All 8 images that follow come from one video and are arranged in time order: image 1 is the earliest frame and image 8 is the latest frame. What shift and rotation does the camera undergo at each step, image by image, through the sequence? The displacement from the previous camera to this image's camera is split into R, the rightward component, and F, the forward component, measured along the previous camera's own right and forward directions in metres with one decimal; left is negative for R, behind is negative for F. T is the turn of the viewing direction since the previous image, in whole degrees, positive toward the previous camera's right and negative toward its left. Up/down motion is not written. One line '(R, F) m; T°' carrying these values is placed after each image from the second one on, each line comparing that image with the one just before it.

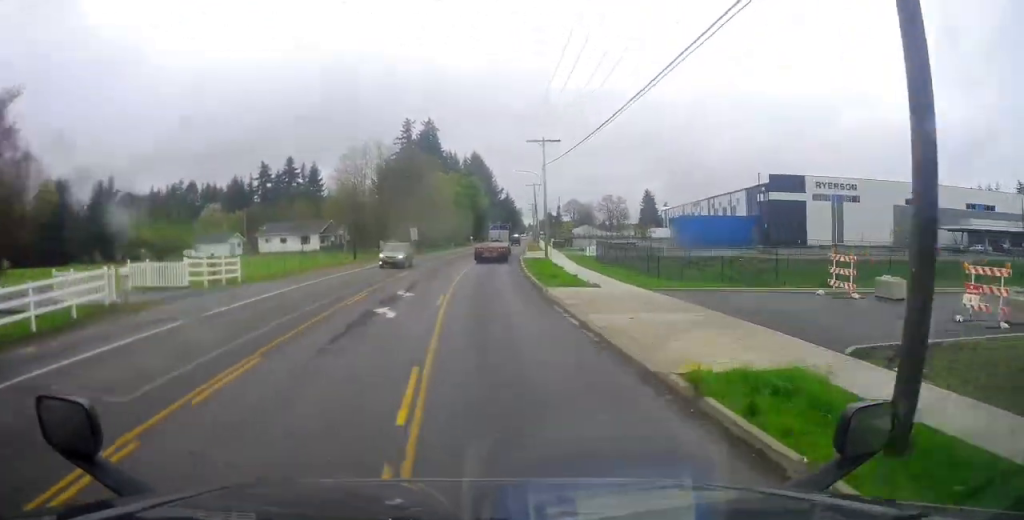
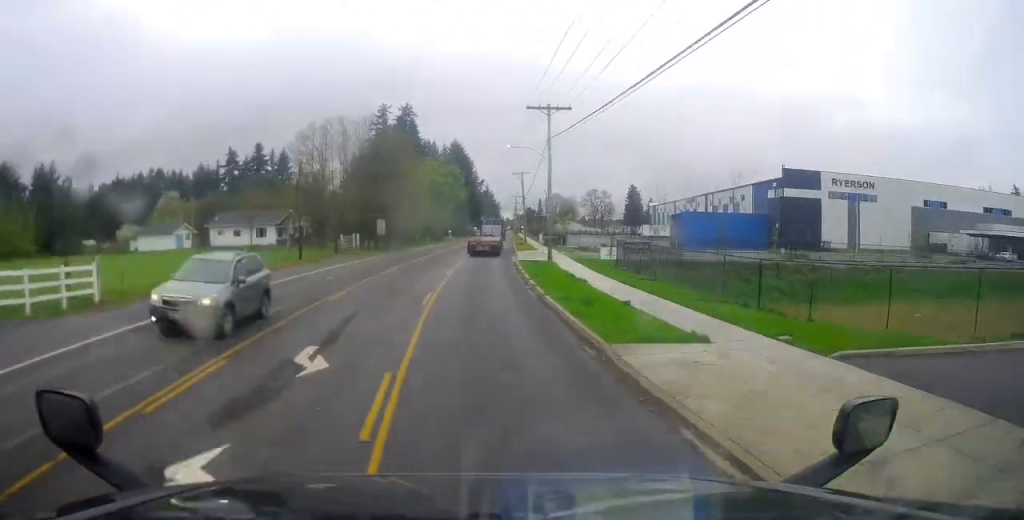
(0.0, +13.2) m; 0°
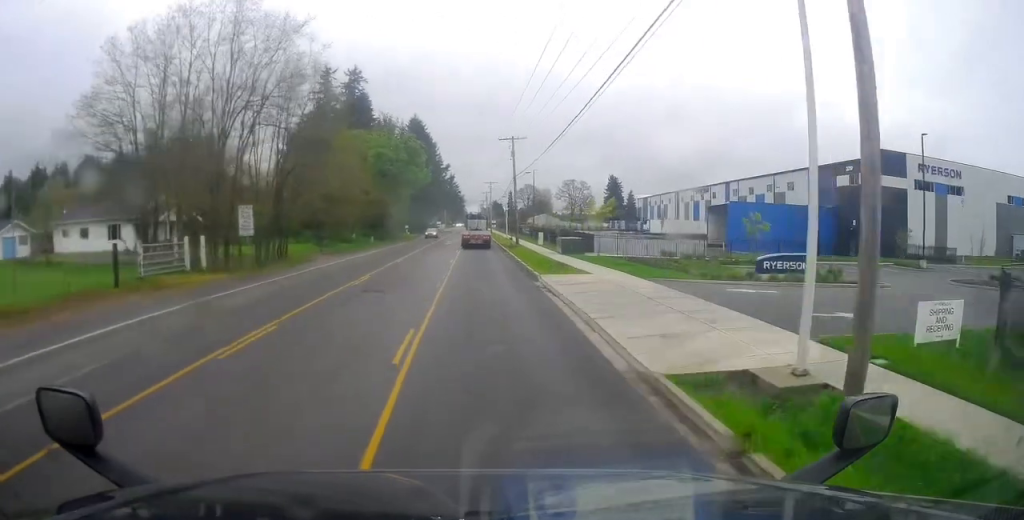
(+1.3, +33.5) m; +4°
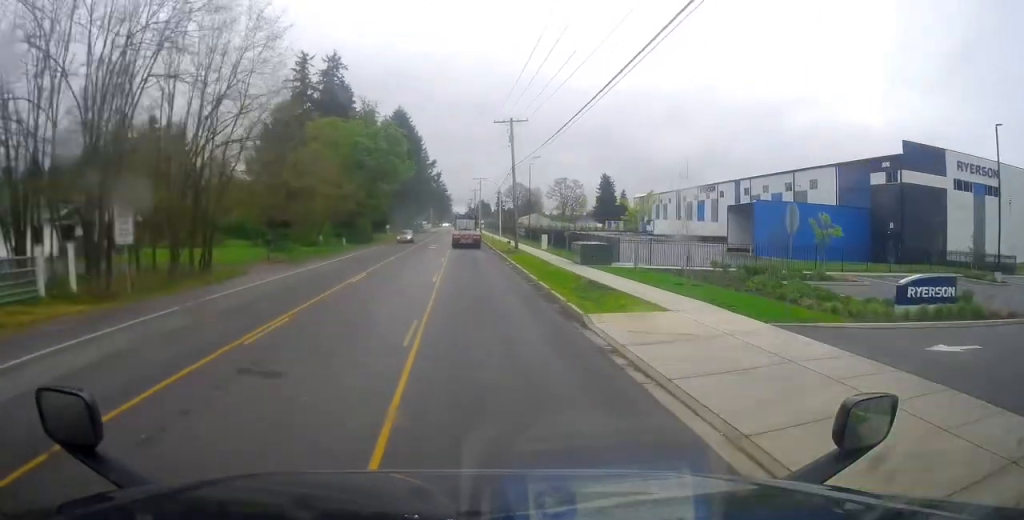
(0.0, +10.8) m; +1°
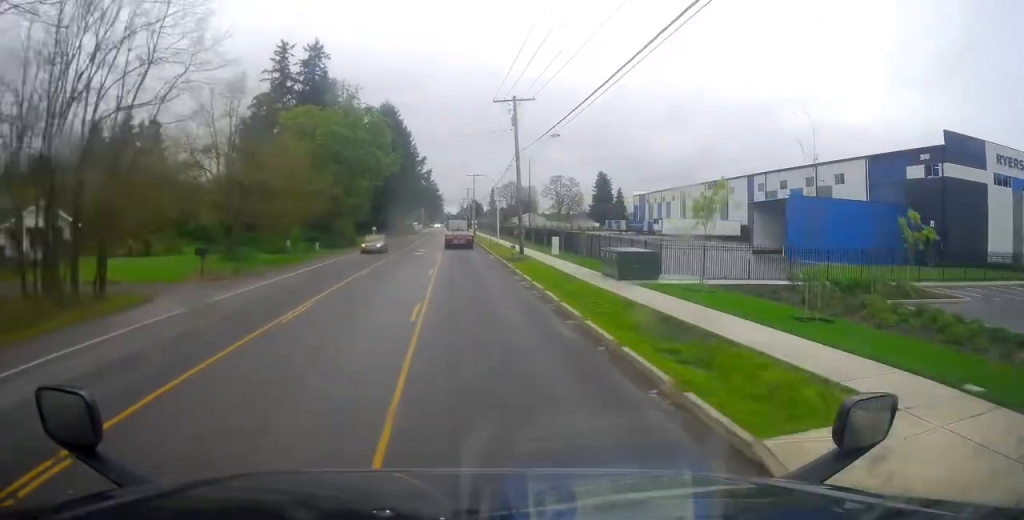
(-0.1, +9.0) m; +1°
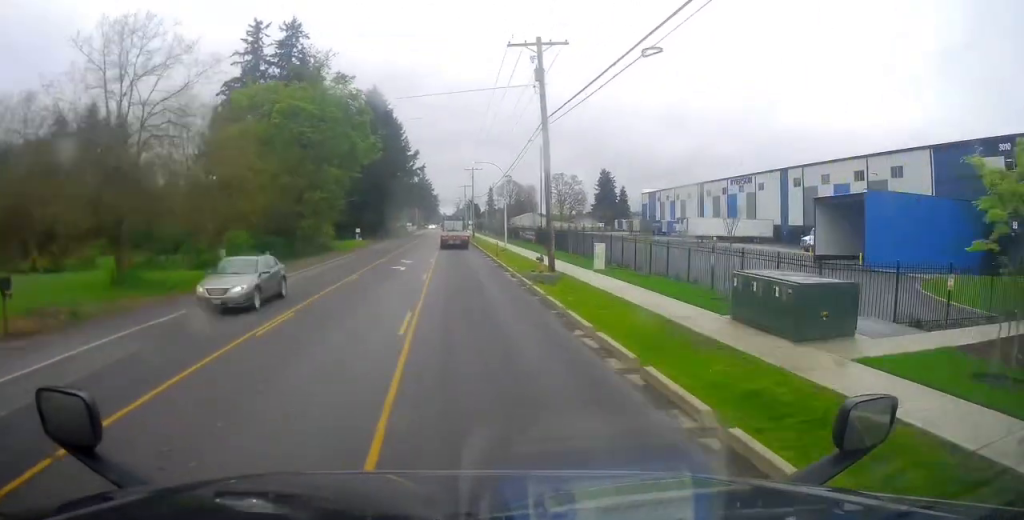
(+0.3, +14.1) m; +2°
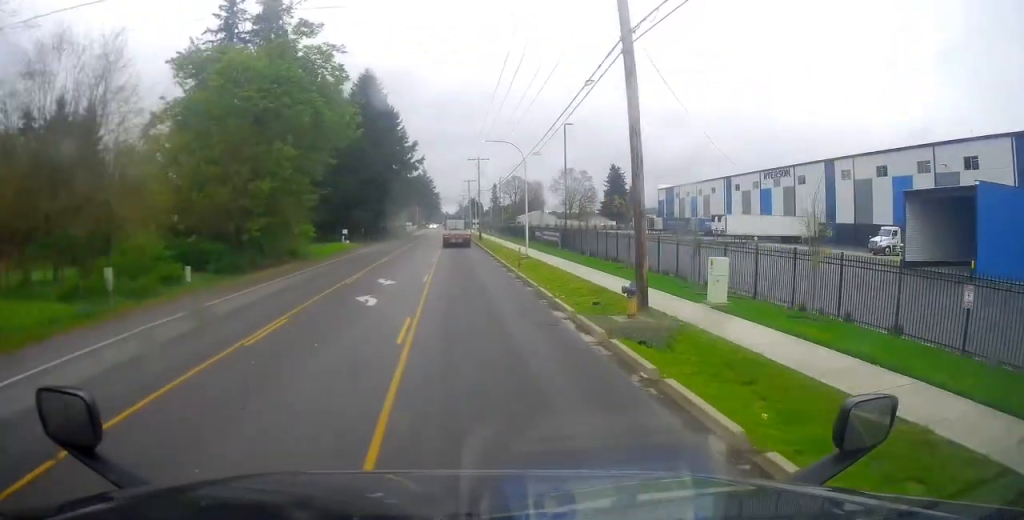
(+0.3, +13.8) m; -1°
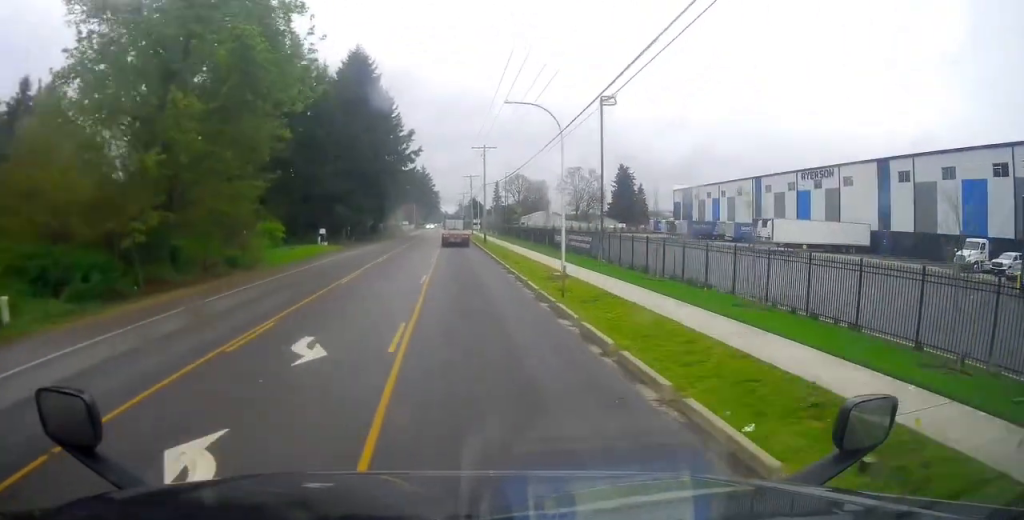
(0.0, +13.9) m; -1°
